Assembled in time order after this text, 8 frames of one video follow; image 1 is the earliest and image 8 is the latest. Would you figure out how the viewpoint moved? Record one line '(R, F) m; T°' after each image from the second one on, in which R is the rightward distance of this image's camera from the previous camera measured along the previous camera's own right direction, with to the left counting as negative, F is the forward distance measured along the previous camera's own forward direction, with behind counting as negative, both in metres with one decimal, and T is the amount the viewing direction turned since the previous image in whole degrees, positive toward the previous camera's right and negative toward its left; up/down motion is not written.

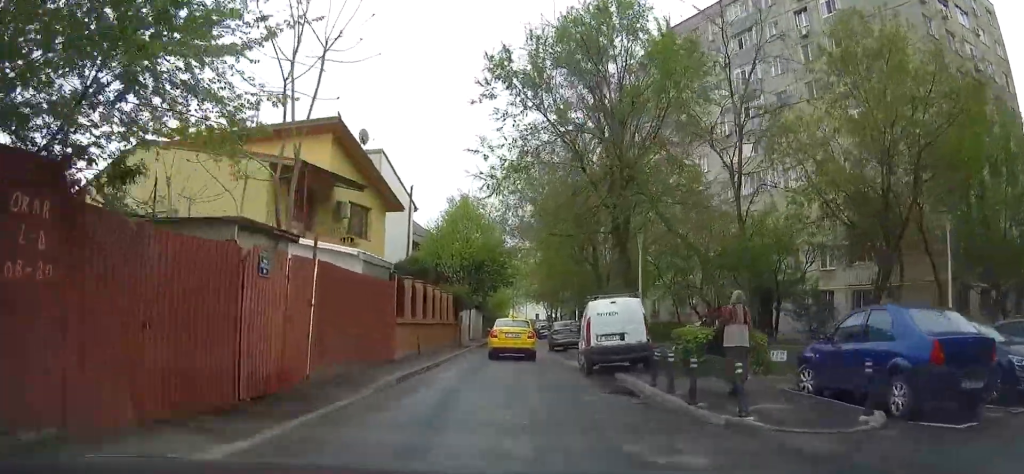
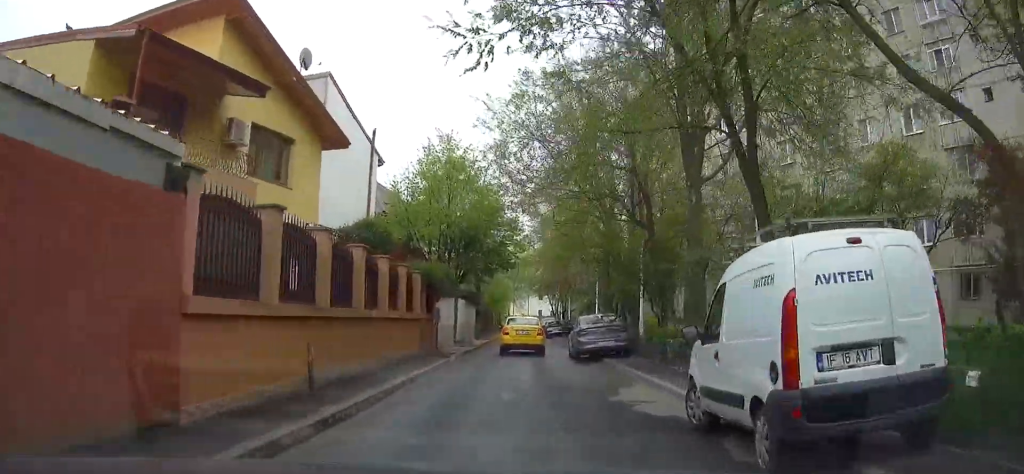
(+0.2, +12.3) m; +3°
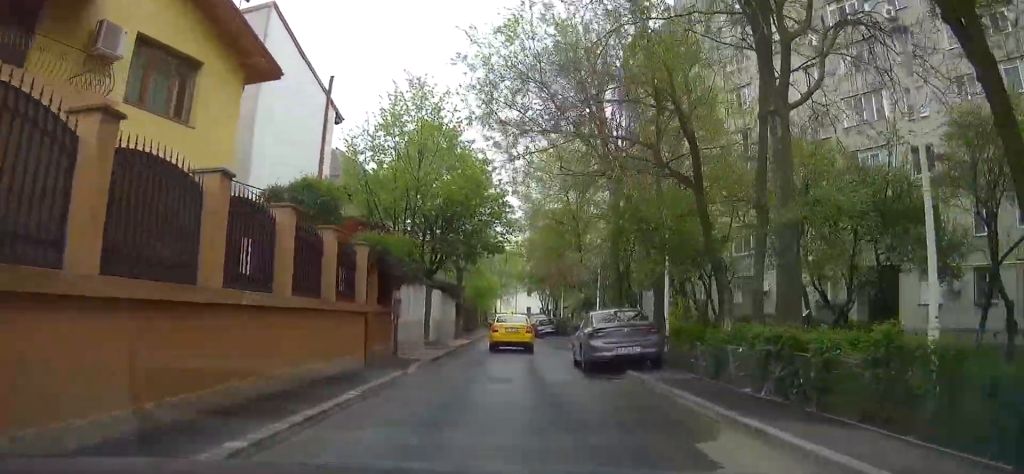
(+0.2, +6.3) m; +1°
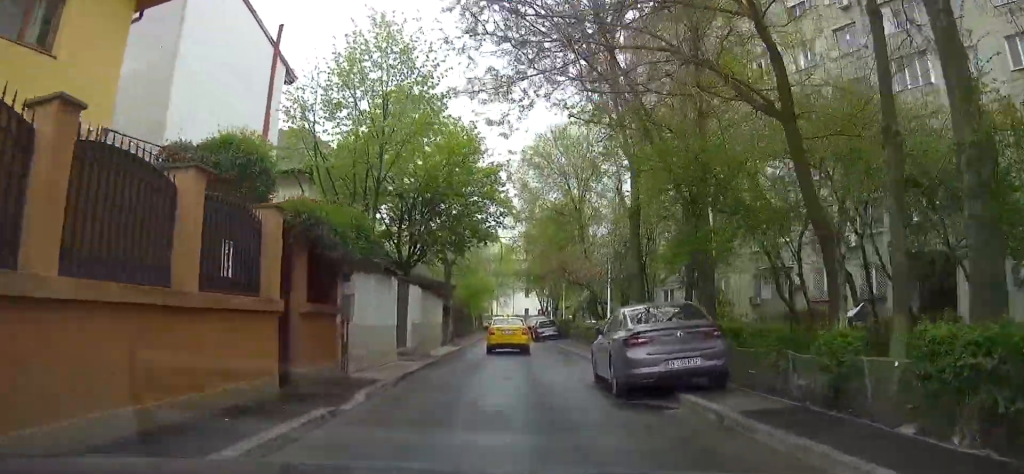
(0.0, +5.2) m; 0°
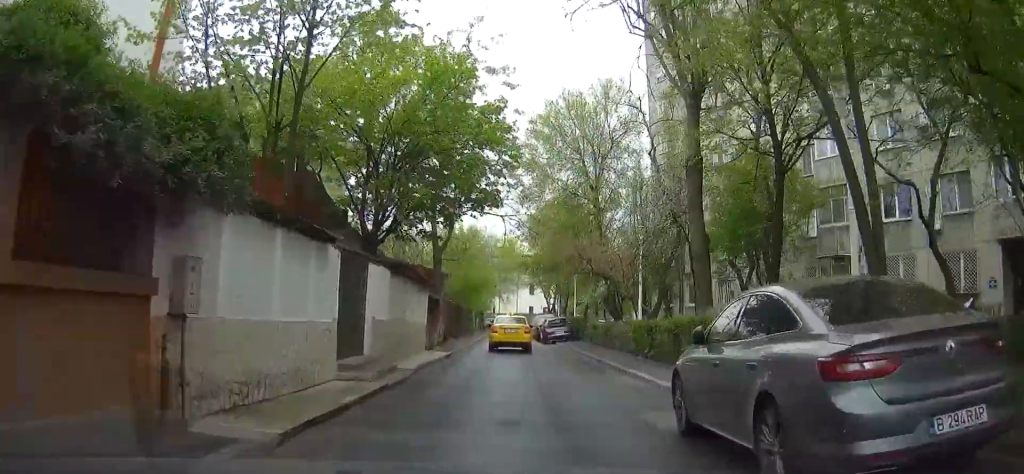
(0.0, +6.8) m; -1°
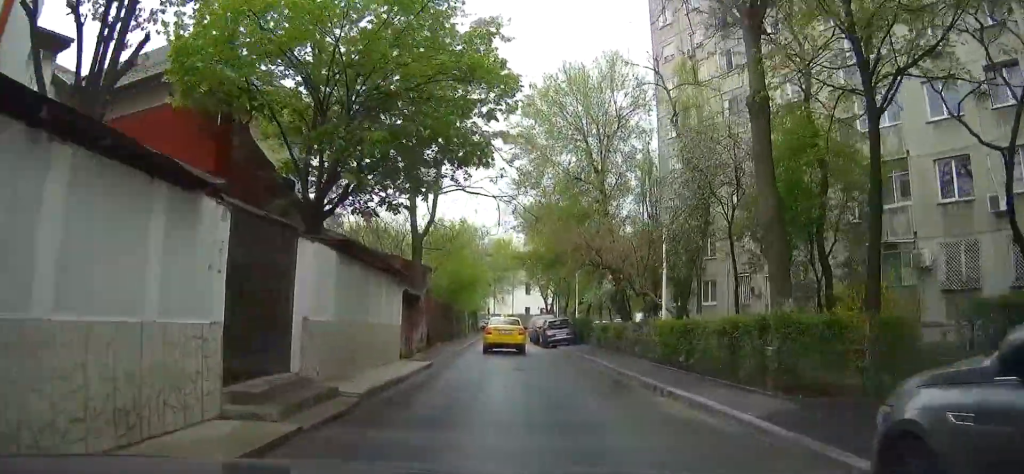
(0.0, +4.7) m; -1°
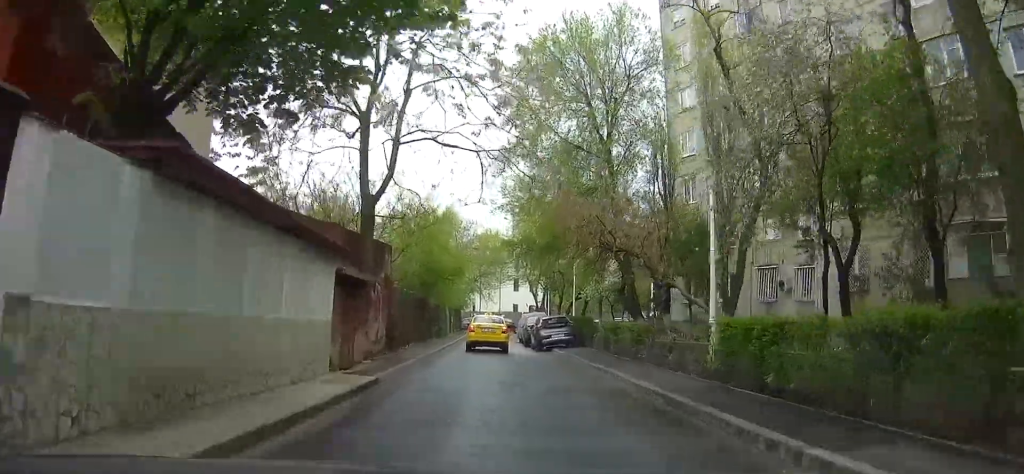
(-0.1, +6.3) m; +1°
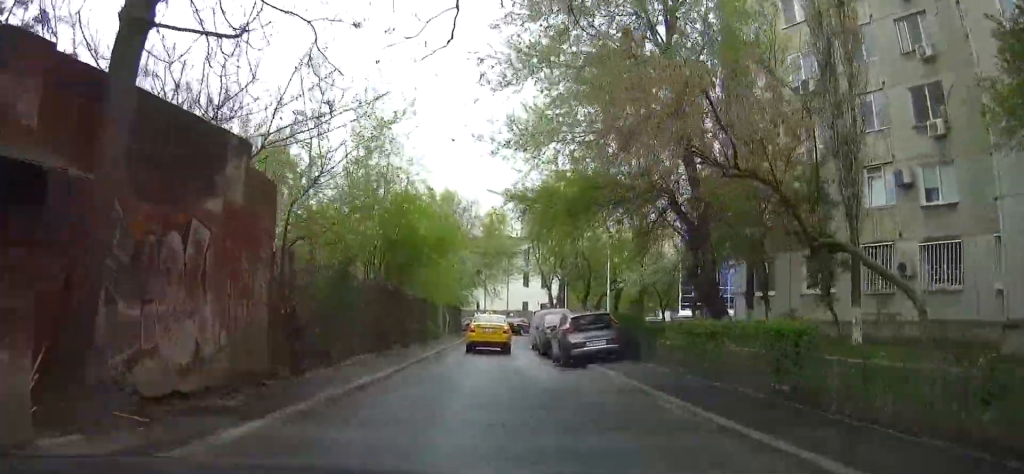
(+0.3, +11.3) m; +3°
